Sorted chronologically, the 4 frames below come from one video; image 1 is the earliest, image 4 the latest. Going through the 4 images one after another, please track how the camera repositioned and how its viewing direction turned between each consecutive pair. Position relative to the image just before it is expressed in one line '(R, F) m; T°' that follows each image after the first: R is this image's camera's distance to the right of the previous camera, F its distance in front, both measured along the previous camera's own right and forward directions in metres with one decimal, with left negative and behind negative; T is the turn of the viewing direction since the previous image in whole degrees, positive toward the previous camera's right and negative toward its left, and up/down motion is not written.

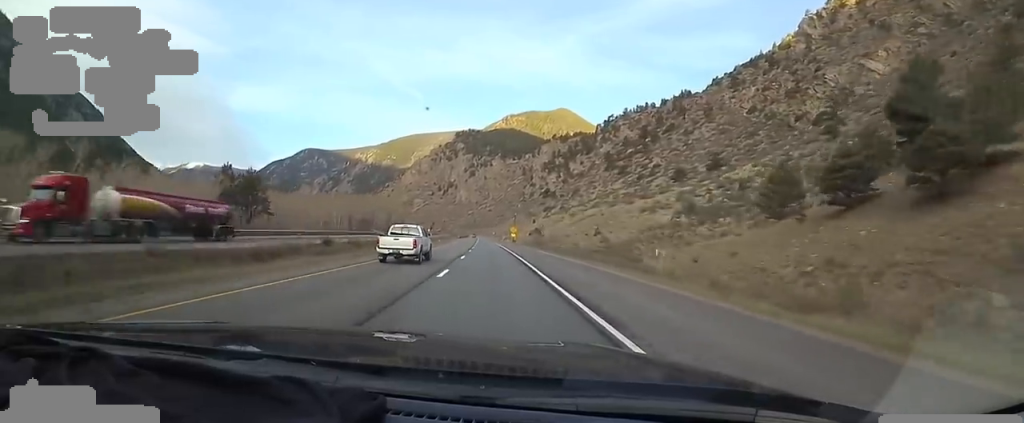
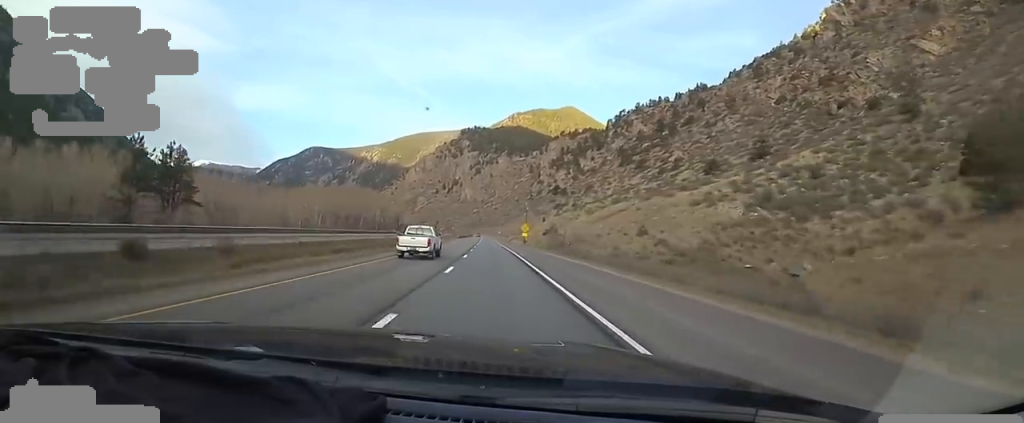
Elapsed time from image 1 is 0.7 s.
(+0.2, +22.7) m; -1°
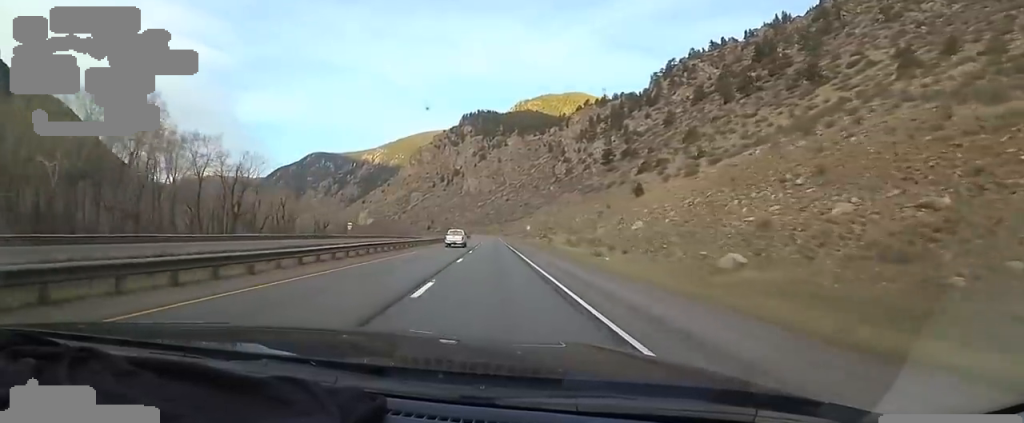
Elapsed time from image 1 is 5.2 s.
(-4.6, +138.6) m; -1°
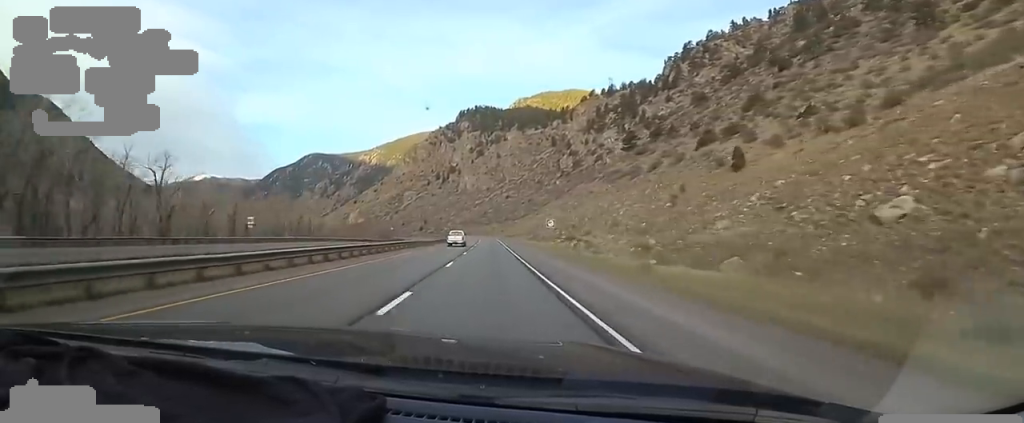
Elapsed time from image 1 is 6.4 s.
(+1.0, +38.7) m; 0°
